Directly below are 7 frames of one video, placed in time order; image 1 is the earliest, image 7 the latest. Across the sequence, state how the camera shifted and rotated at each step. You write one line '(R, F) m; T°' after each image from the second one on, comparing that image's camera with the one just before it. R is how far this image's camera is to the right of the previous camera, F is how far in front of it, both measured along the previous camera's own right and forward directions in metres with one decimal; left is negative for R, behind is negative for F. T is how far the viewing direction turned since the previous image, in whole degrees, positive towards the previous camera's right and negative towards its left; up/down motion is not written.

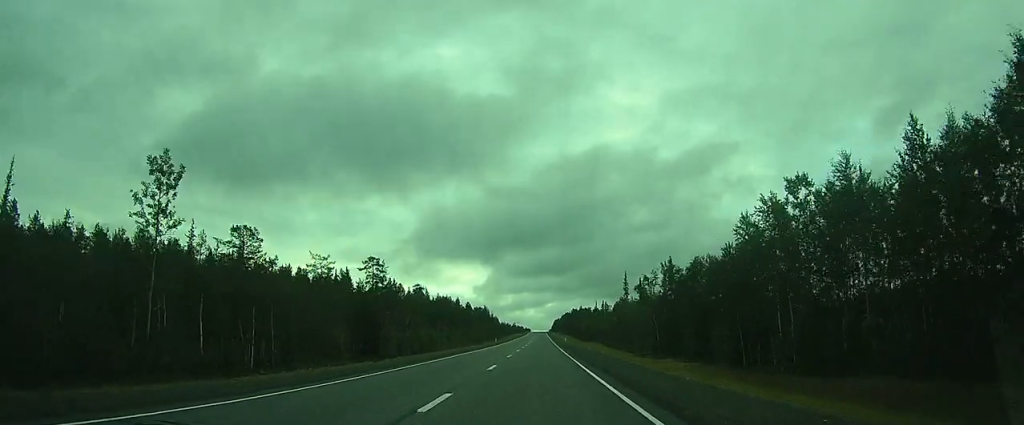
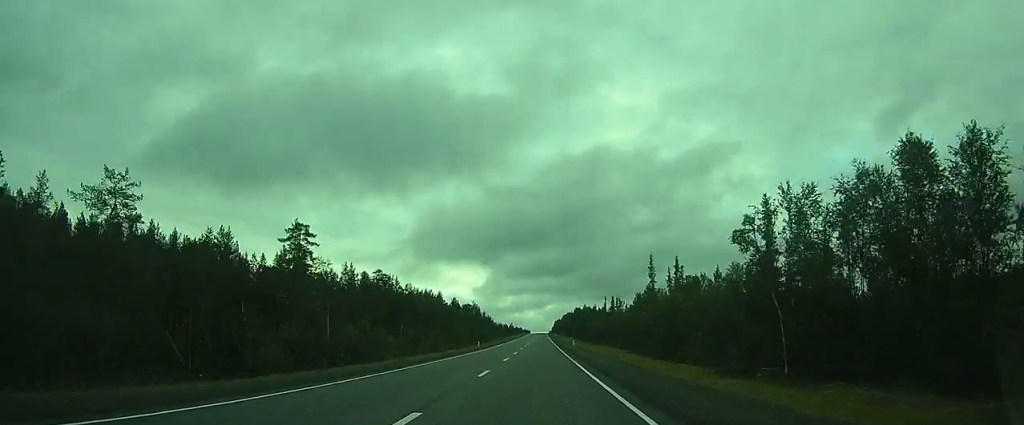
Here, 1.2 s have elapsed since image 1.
(0.0, +26.9) m; 0°
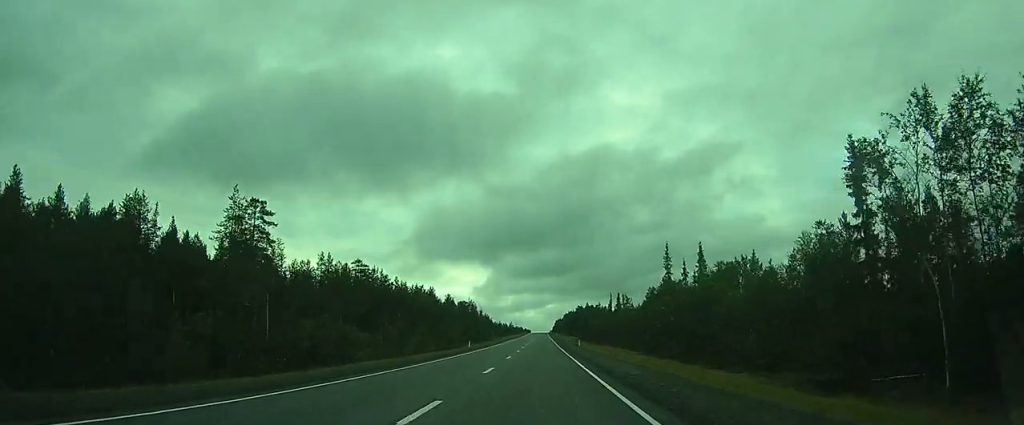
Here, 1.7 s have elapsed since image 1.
(0.0, +10.5) m; 0°
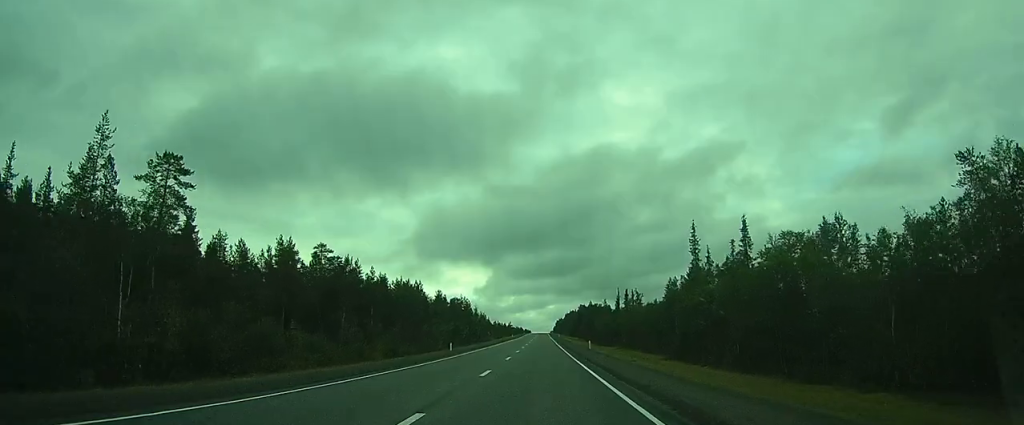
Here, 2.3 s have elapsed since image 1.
(0.0, +13.5) m; 0°
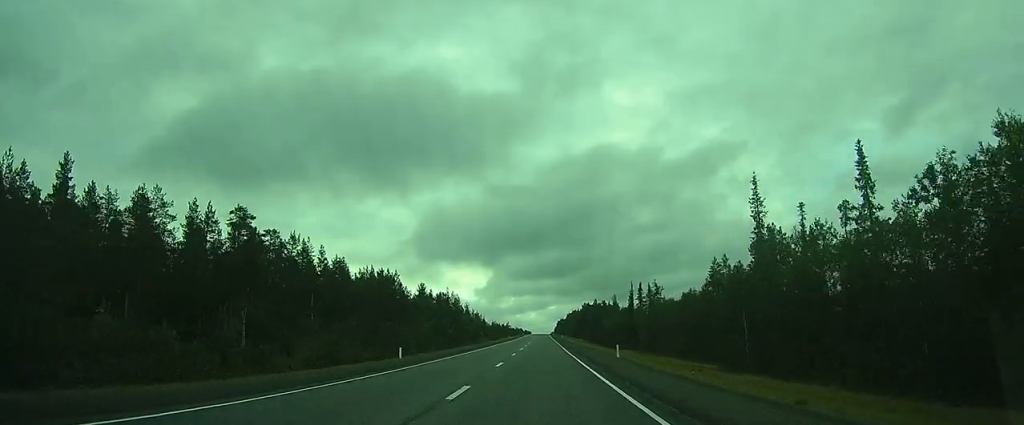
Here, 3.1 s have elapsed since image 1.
(0.0, +18.9) m; 0°
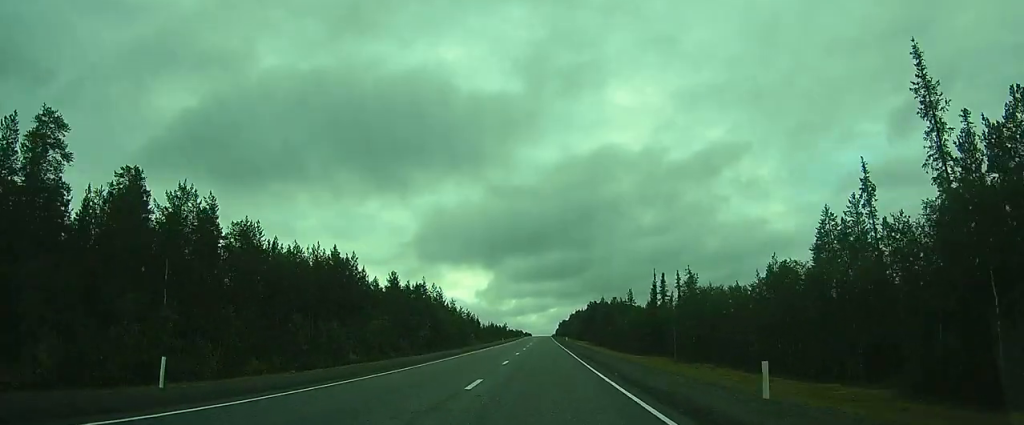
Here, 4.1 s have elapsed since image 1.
(0.0, +22.0) m; 0°
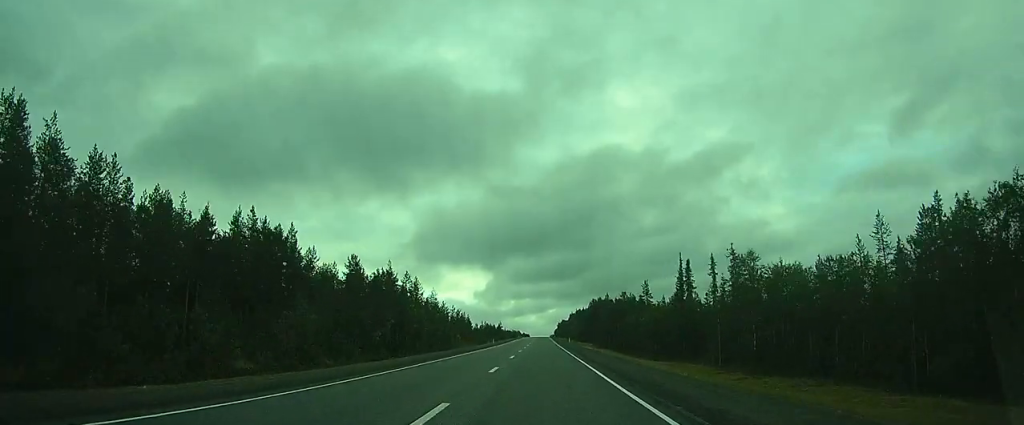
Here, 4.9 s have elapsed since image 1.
(+0.1, +18.2) m; 0°
